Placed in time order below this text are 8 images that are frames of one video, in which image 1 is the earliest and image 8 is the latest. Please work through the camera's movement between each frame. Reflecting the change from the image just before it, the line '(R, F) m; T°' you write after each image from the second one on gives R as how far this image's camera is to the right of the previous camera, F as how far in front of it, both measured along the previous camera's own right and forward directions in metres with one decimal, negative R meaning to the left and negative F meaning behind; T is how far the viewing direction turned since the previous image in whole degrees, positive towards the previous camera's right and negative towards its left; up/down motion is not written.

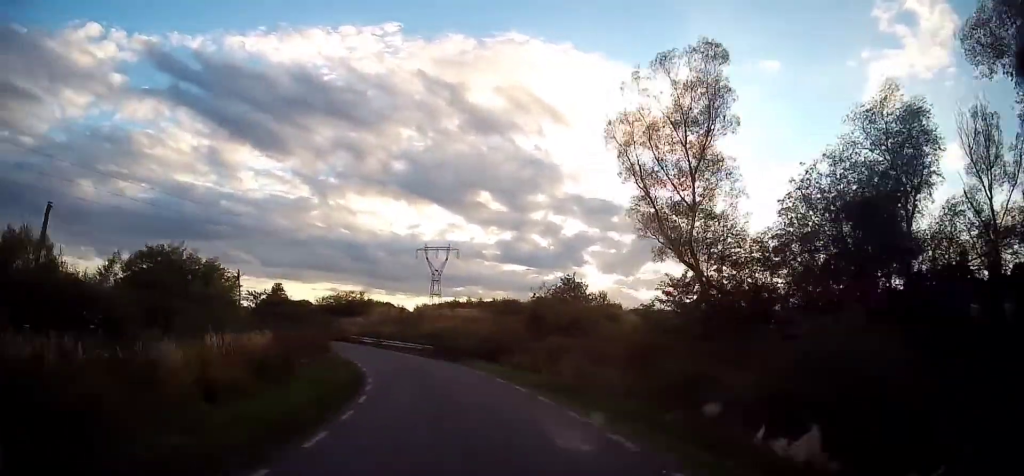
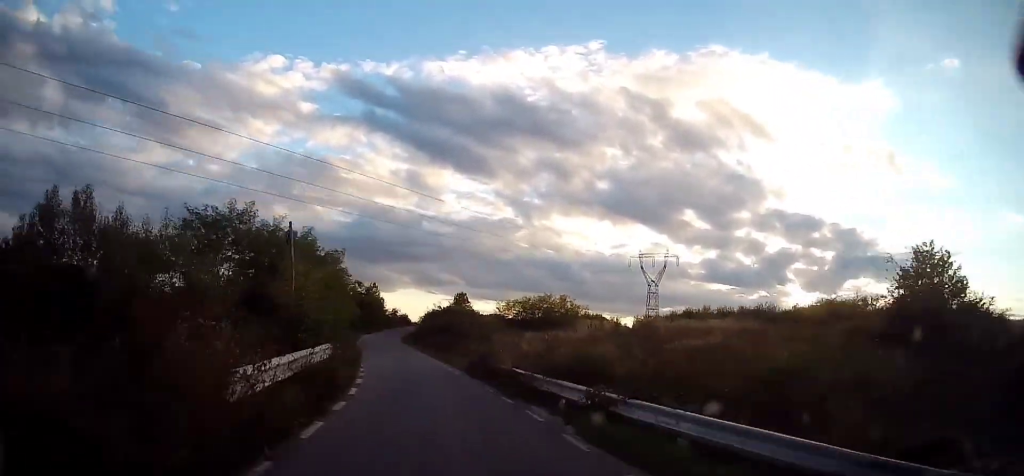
(-3.9, +27.5) m; -17°
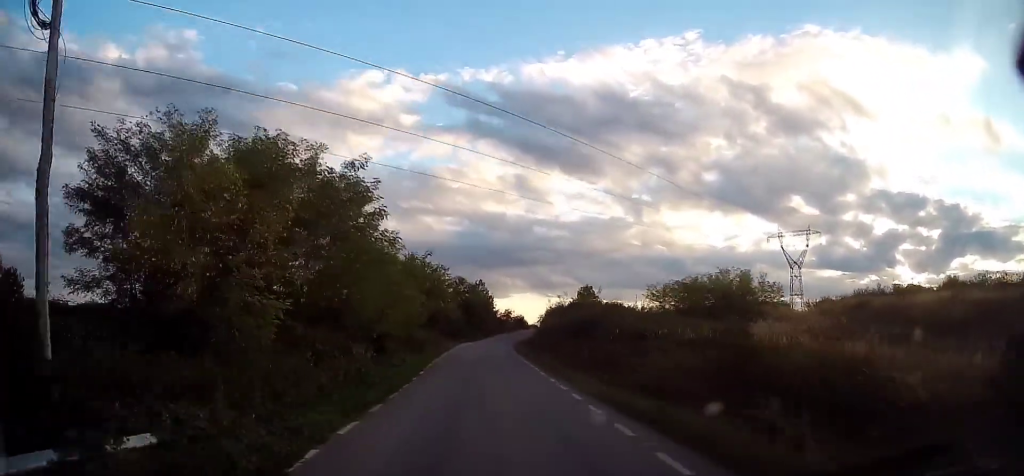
(-2.1, +19.4) m; -12°
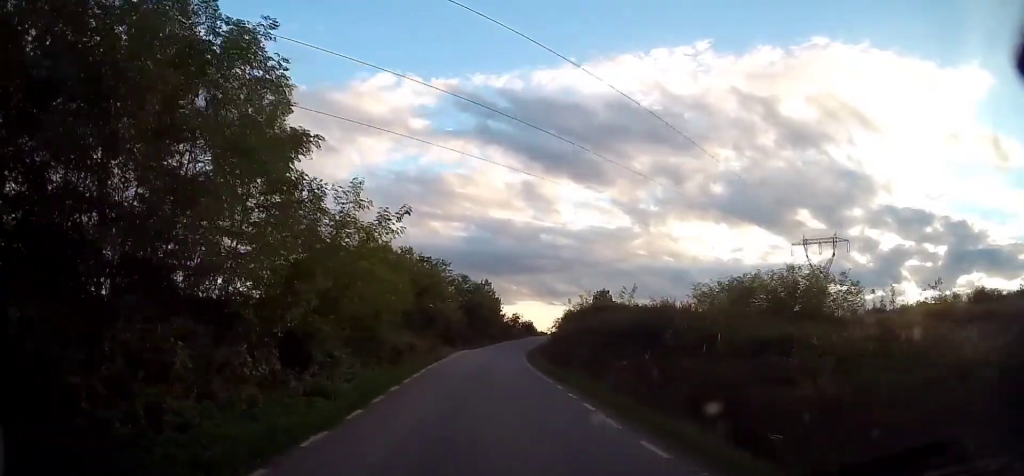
(-0.4, +8.9) m; -3°
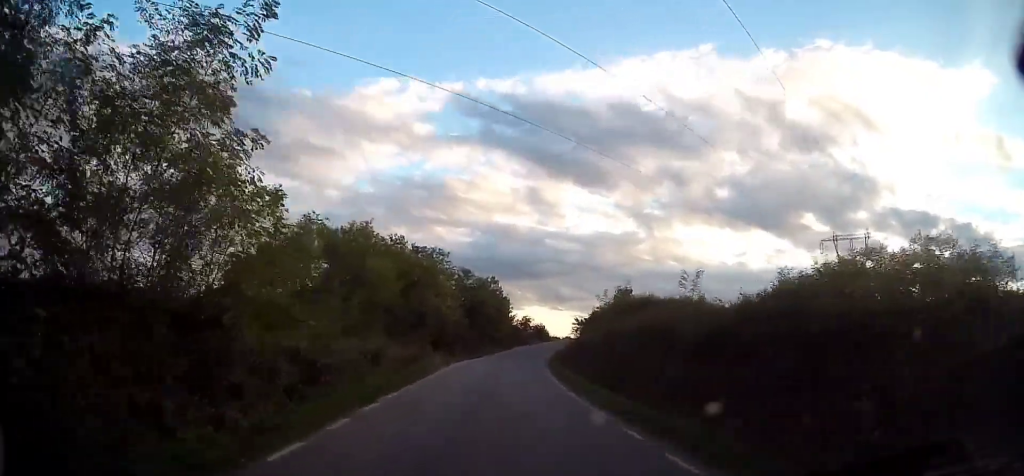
(-0.3, +10.7) m; -2°
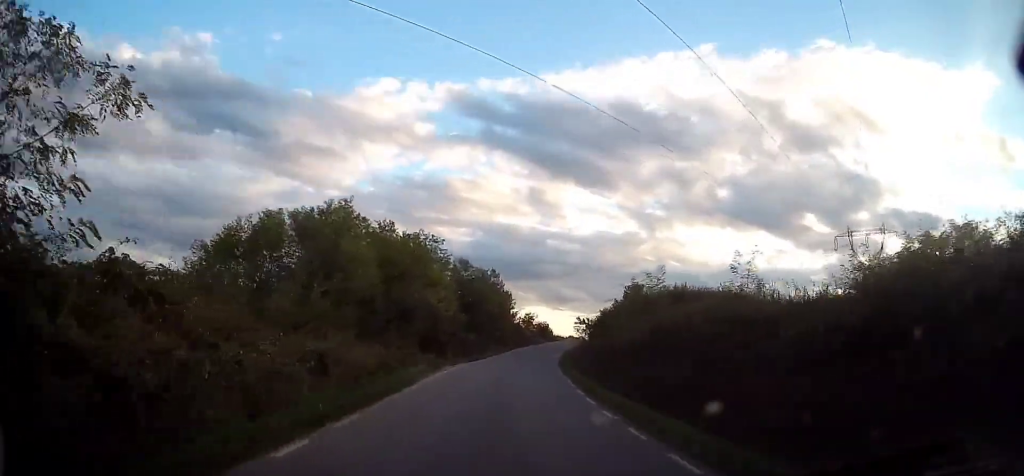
(0.0, +5.9) m; -1°
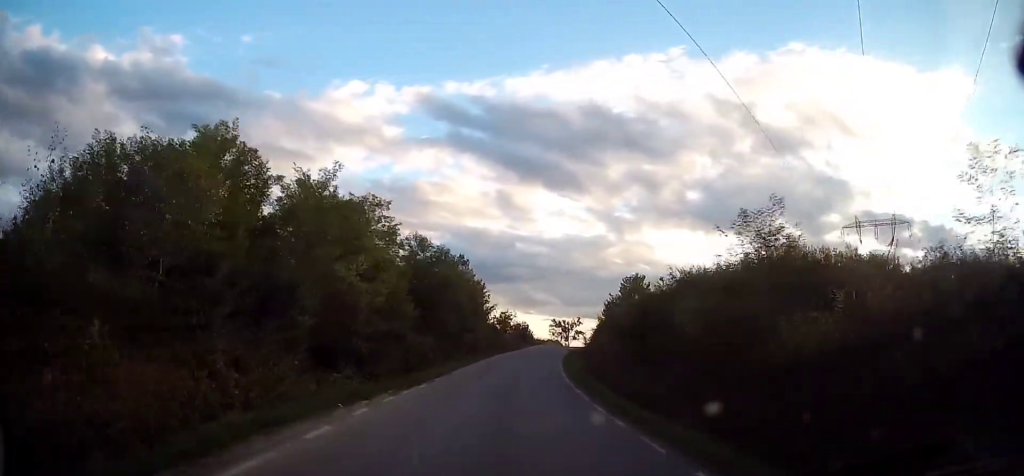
(-0.3, +13.0) m; +2°
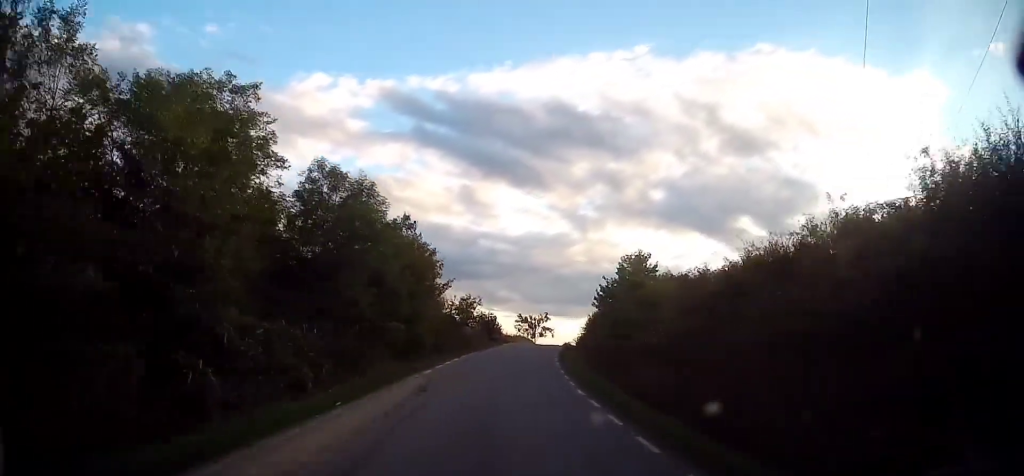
(+0.8, +14.4) m; +4°
